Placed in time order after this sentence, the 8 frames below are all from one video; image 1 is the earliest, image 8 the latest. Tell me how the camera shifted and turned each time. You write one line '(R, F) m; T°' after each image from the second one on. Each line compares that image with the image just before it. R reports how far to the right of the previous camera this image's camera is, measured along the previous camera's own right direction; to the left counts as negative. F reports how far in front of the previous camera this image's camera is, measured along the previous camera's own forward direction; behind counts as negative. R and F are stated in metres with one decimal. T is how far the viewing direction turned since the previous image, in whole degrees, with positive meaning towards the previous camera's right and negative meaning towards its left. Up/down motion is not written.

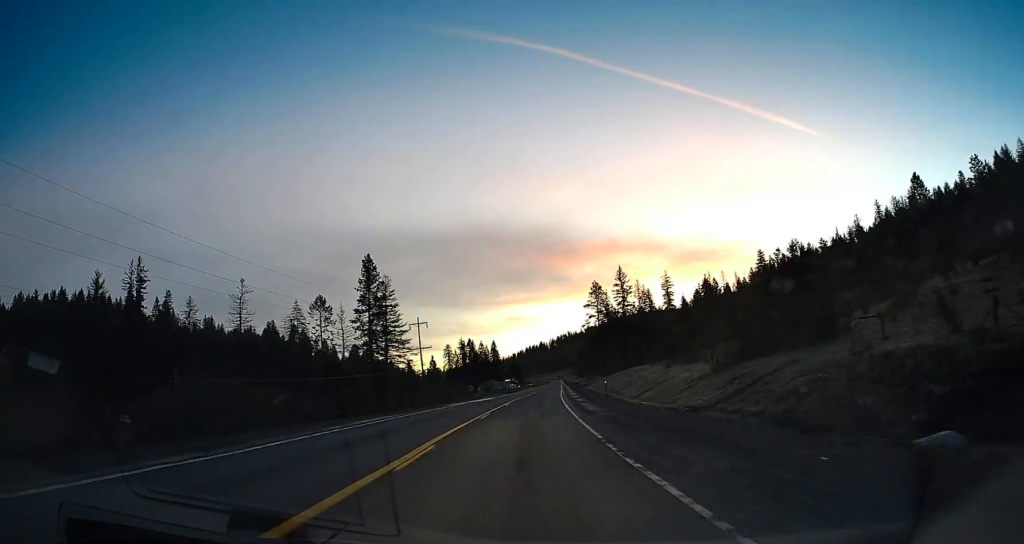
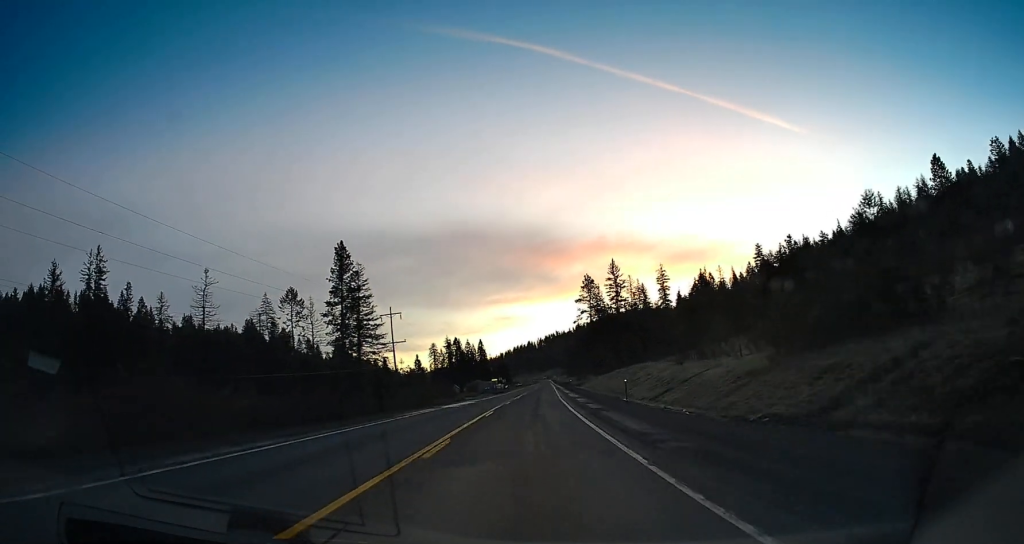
(0.0, +13.3) m; +1°
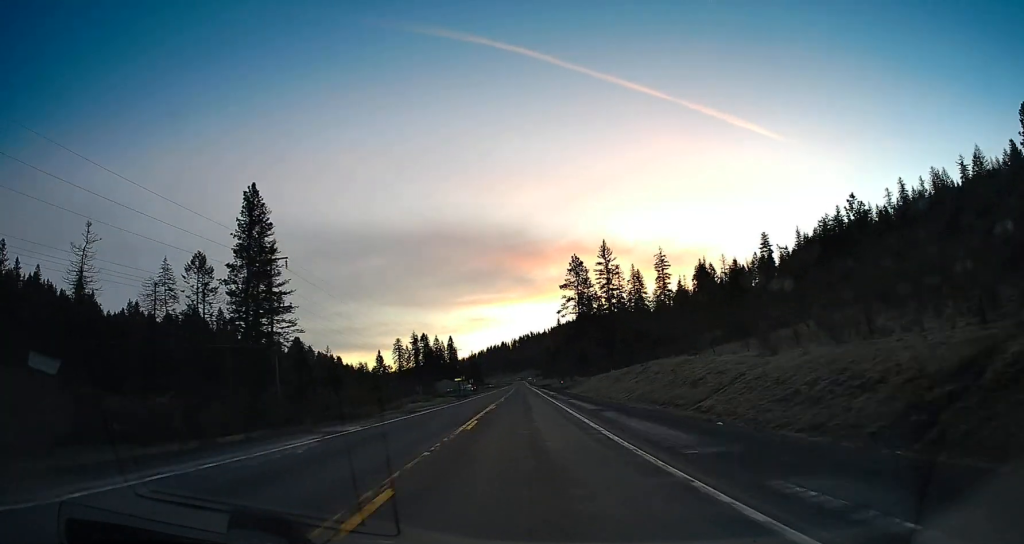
(+1.1, +37.4) m; +4°
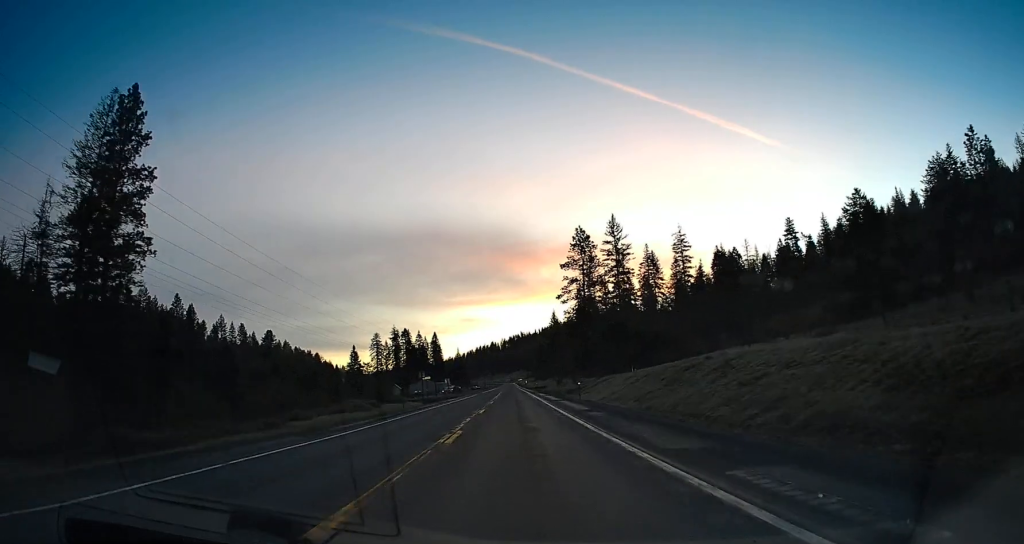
(+0.7, +34.7) m; +2°
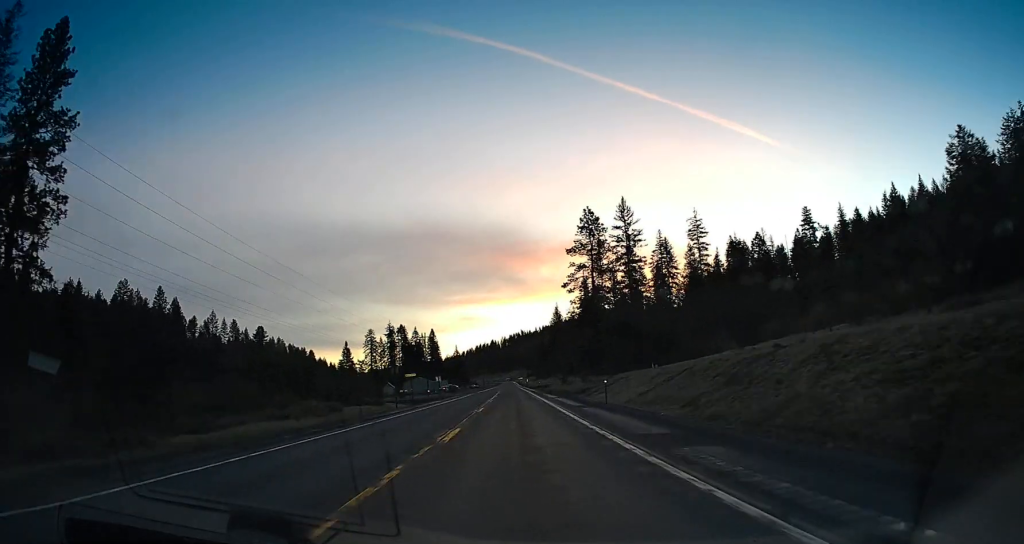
(+0.2, +15.2) m; +1°
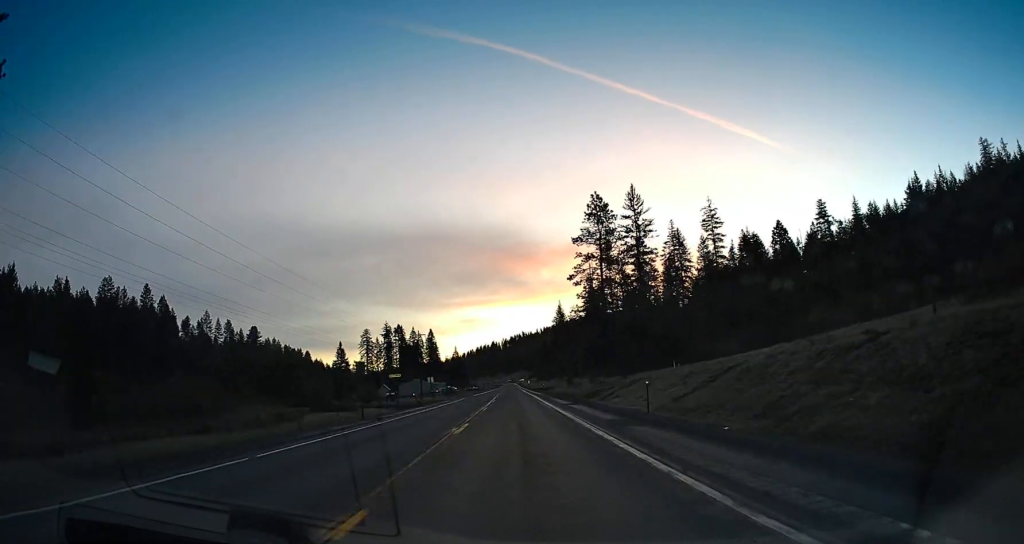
(+0.1, +11.6) m; 0°
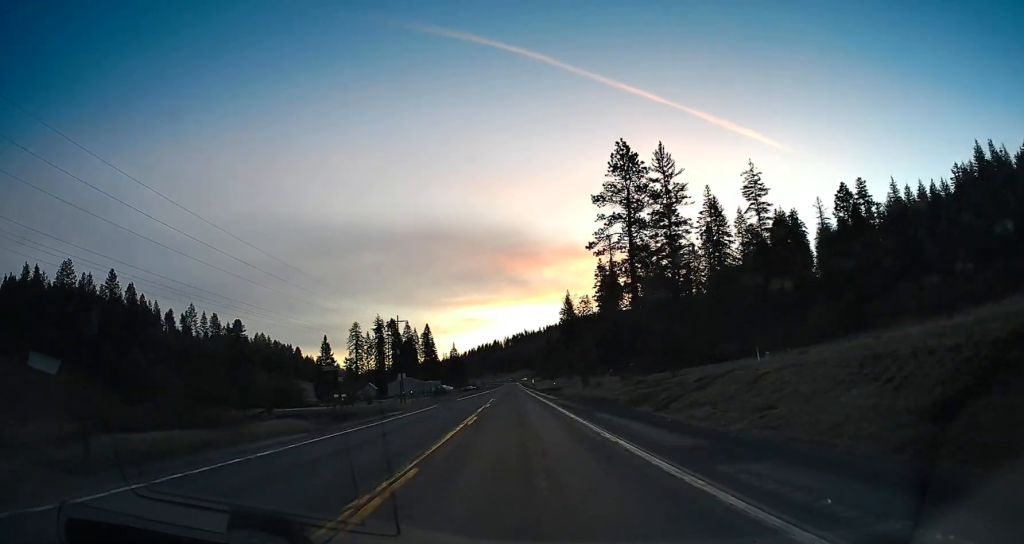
(+0.2, +26.7) m; 0°
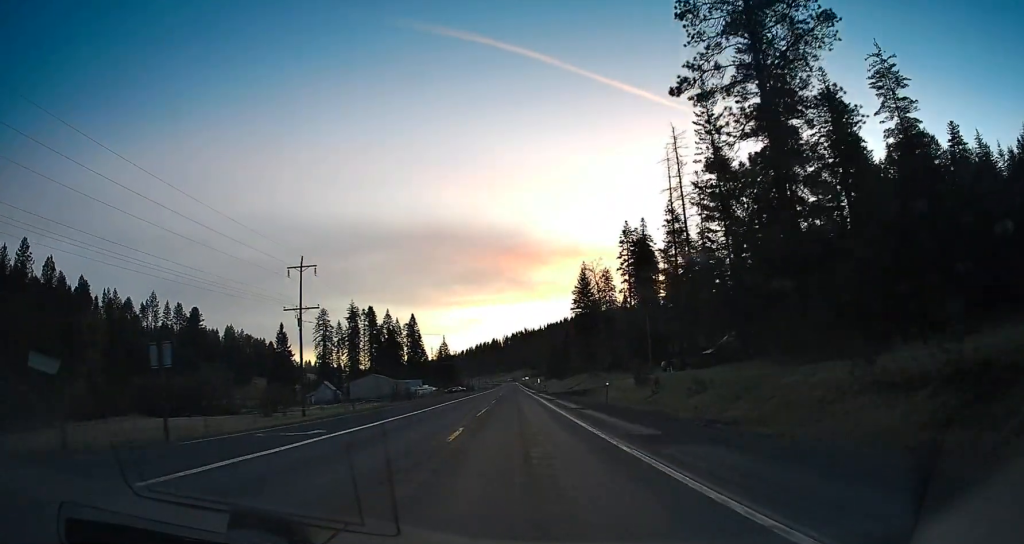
(-0.3, +50.7) m; 0°
